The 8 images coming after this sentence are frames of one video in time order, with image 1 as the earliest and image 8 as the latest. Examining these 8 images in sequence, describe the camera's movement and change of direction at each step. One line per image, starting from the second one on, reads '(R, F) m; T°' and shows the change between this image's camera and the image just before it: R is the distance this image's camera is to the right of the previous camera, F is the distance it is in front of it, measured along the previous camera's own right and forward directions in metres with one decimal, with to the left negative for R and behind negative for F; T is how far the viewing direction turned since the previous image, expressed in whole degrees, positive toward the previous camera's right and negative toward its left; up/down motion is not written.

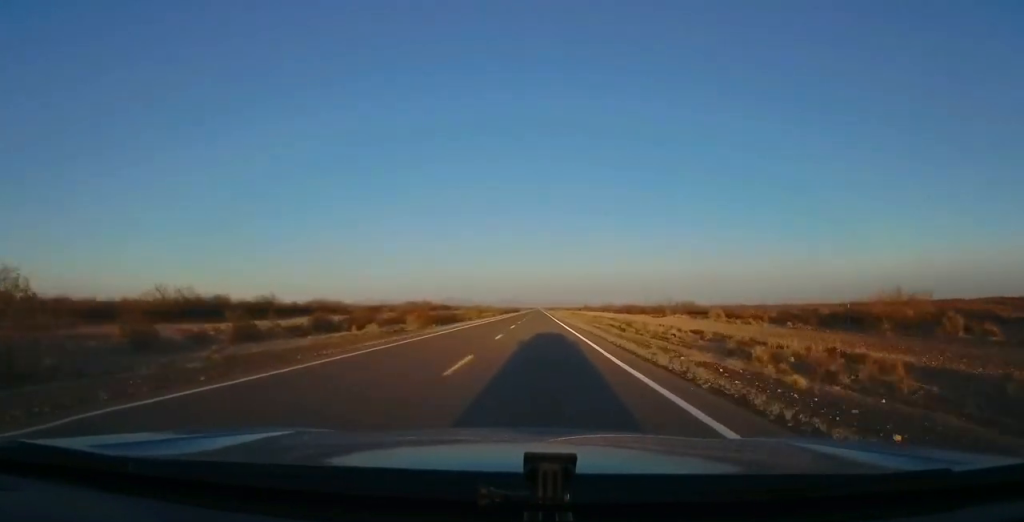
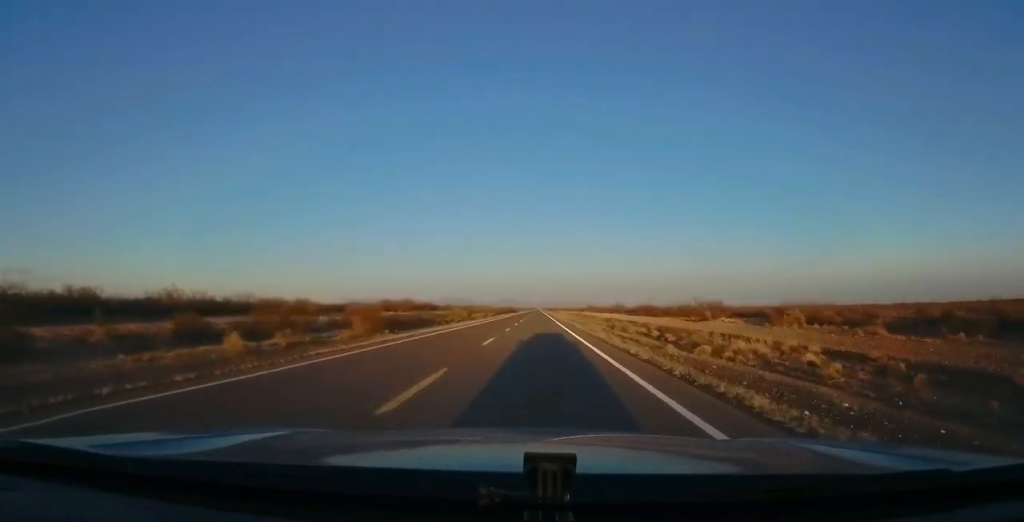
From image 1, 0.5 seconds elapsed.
(0.0, +15.6) m; 0°
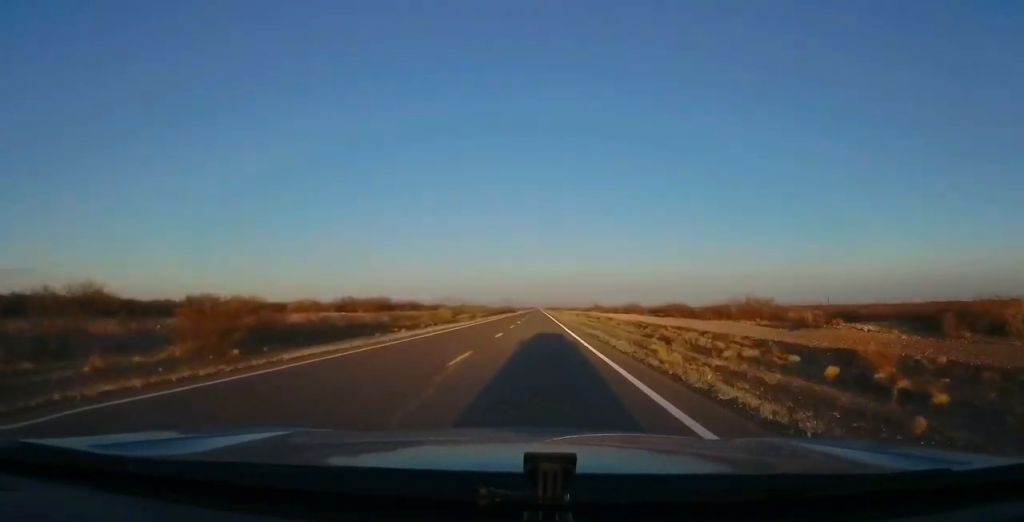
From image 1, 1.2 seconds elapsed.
(0.0, +18.5) m; 0°
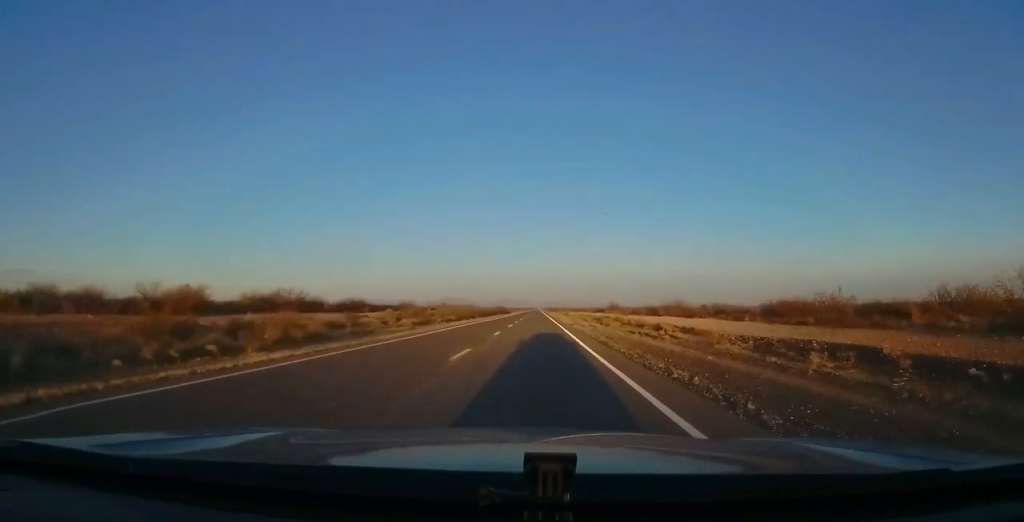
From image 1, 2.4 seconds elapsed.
(0.0, +35.0) m; 0°
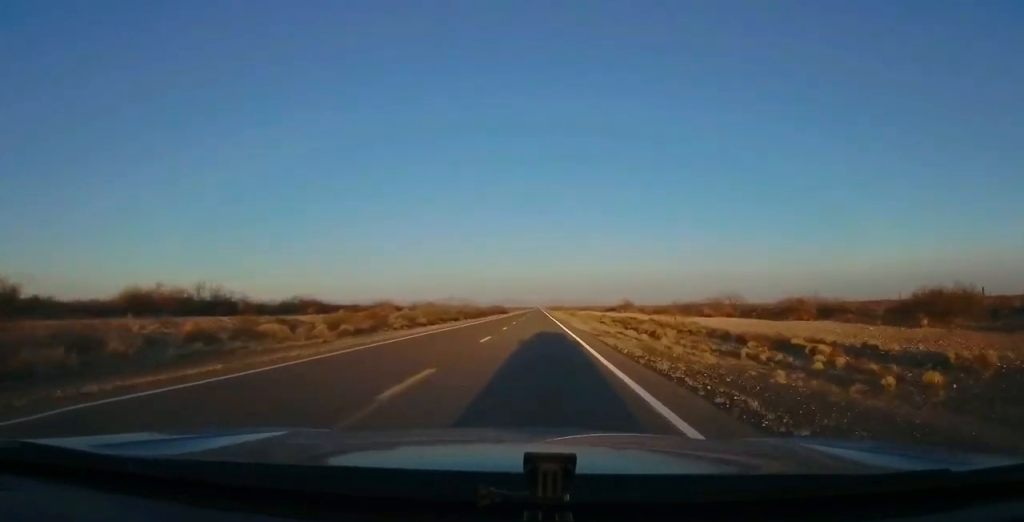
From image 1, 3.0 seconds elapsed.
(0.0, +17.6) m; 0°
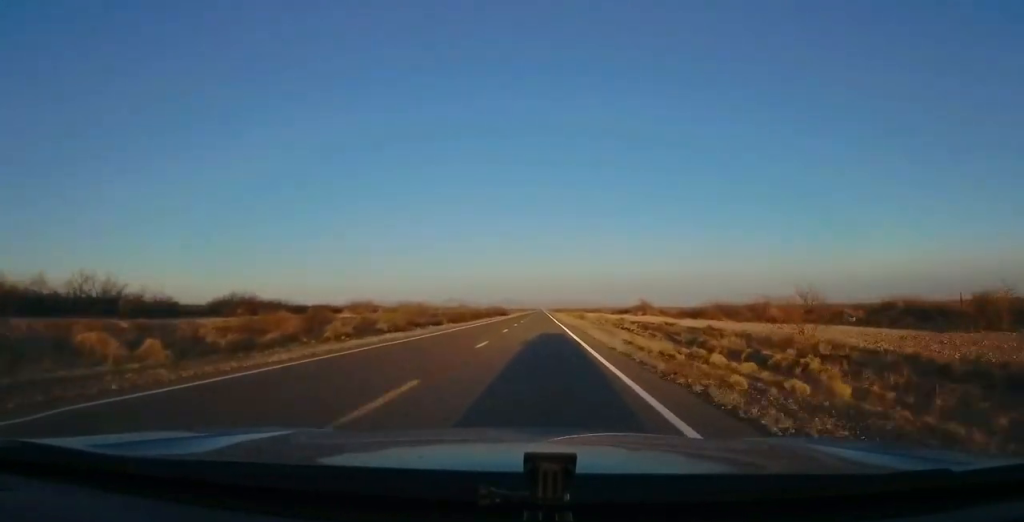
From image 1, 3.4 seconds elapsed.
(+0.1, +13.7) m; 0°
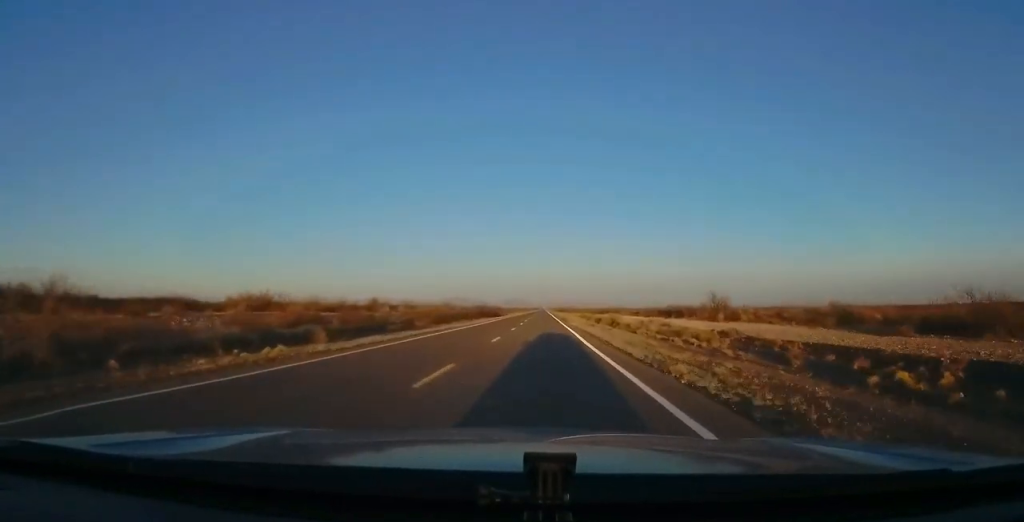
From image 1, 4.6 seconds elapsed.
(-0.4, +33.3) m; 0°
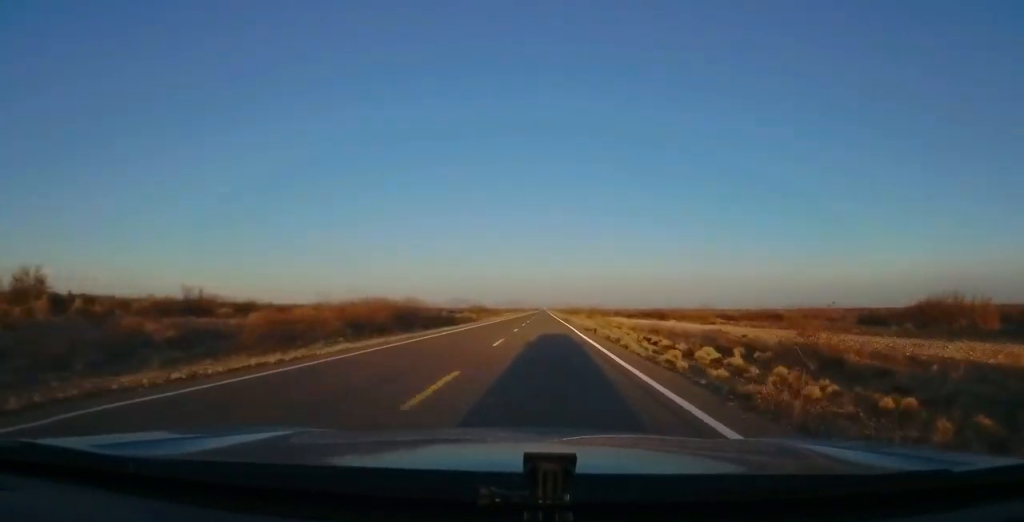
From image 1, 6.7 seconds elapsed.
(0.0, +61.7) m; 0°
